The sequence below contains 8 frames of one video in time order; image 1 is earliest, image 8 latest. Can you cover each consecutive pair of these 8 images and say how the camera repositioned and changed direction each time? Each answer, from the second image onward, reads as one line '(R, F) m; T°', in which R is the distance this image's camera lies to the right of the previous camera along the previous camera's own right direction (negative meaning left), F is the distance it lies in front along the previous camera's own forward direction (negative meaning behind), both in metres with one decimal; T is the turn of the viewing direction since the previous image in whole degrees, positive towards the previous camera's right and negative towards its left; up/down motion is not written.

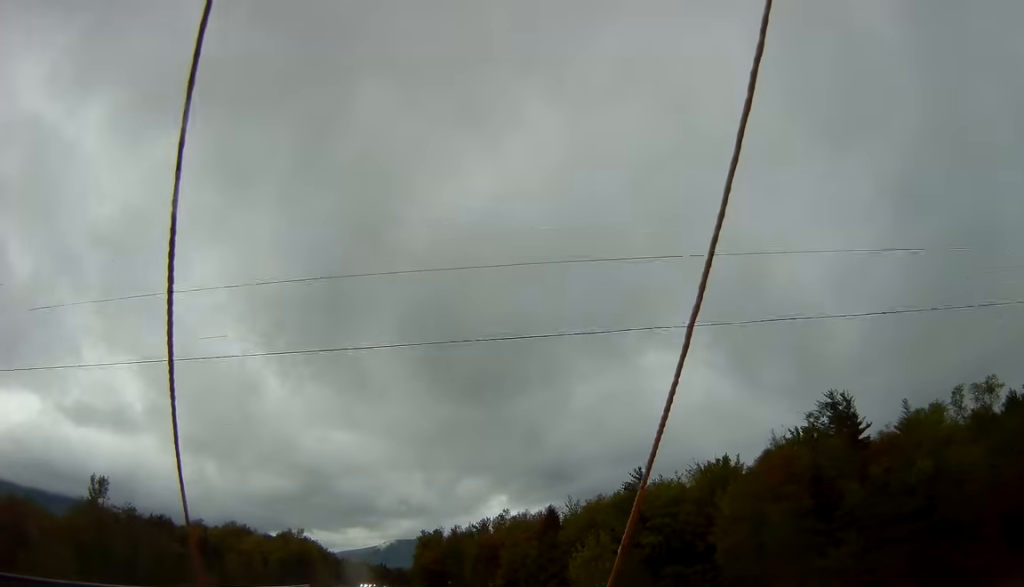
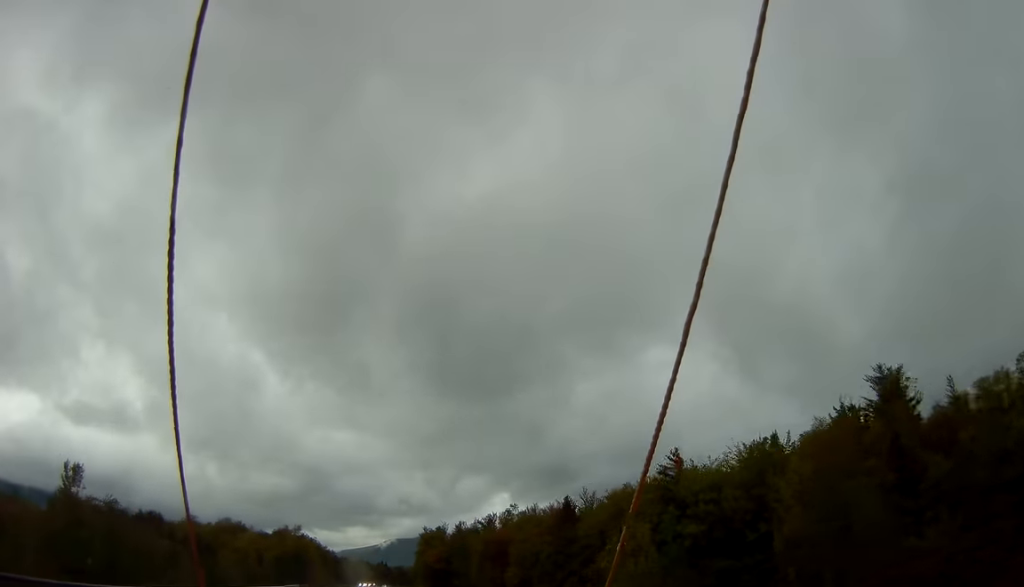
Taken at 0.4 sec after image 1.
(-0.1, +10.3) m; 0°
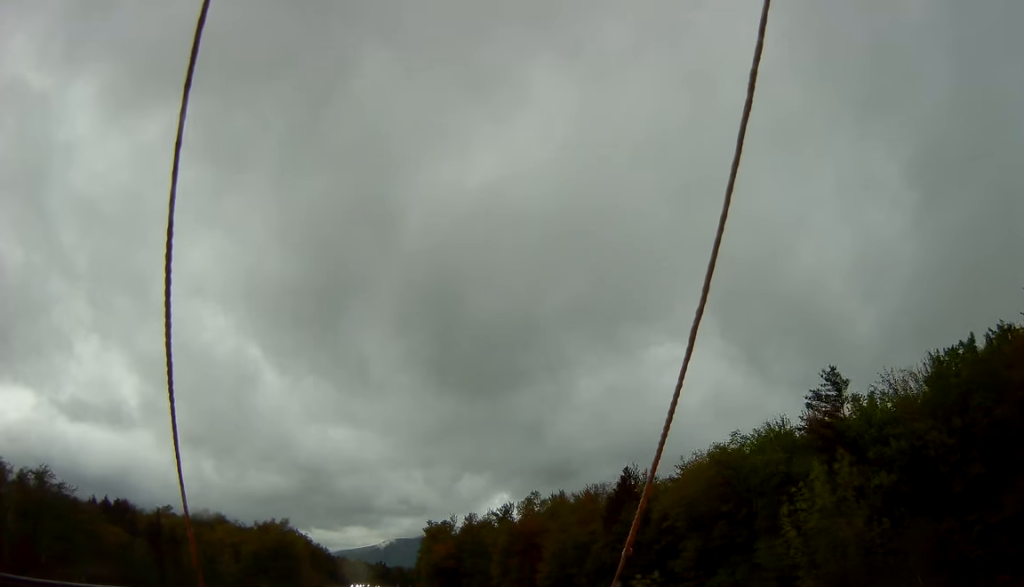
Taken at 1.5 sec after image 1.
(0.0, +27.6) m; 0°
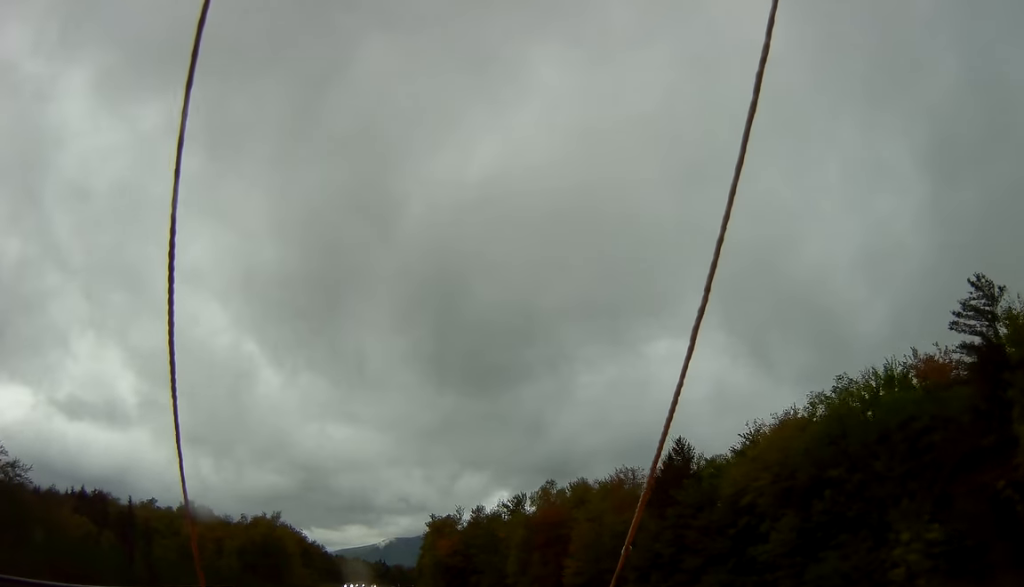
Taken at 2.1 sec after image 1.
(0.0, +15.5) m; 0°
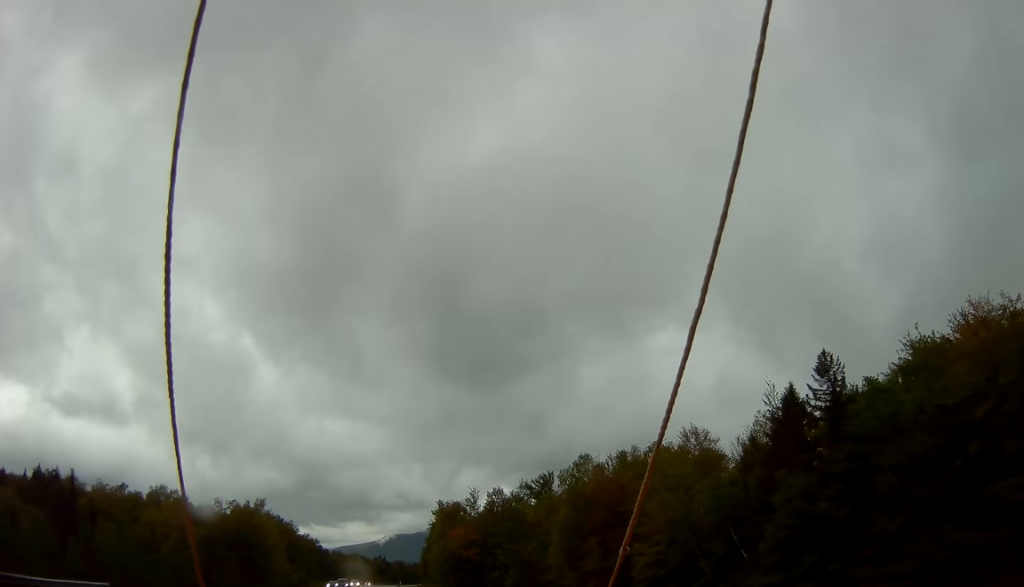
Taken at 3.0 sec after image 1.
(-0.1, +25.0) m; 0°
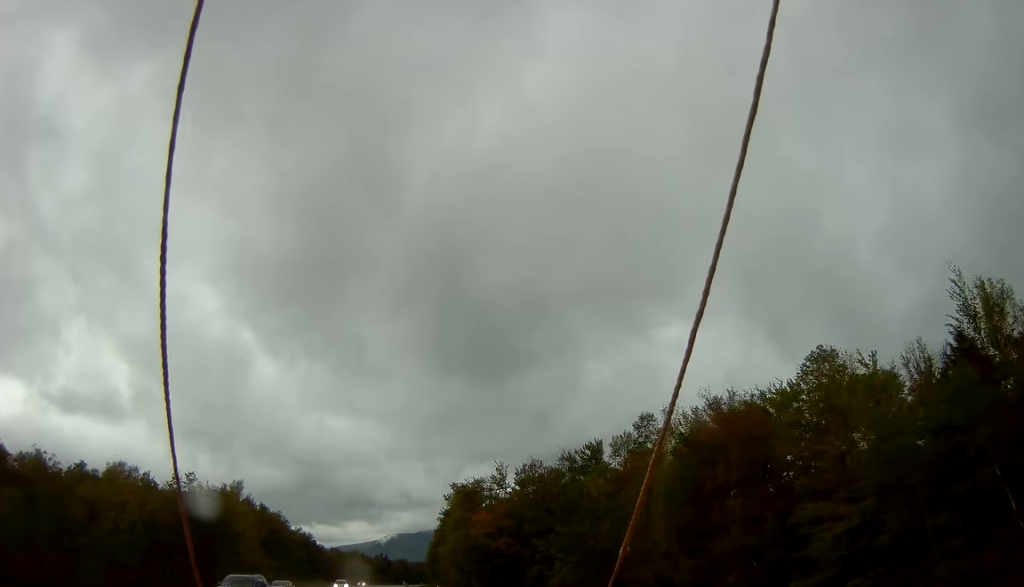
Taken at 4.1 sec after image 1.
(0.0, +28.6) m; 0°
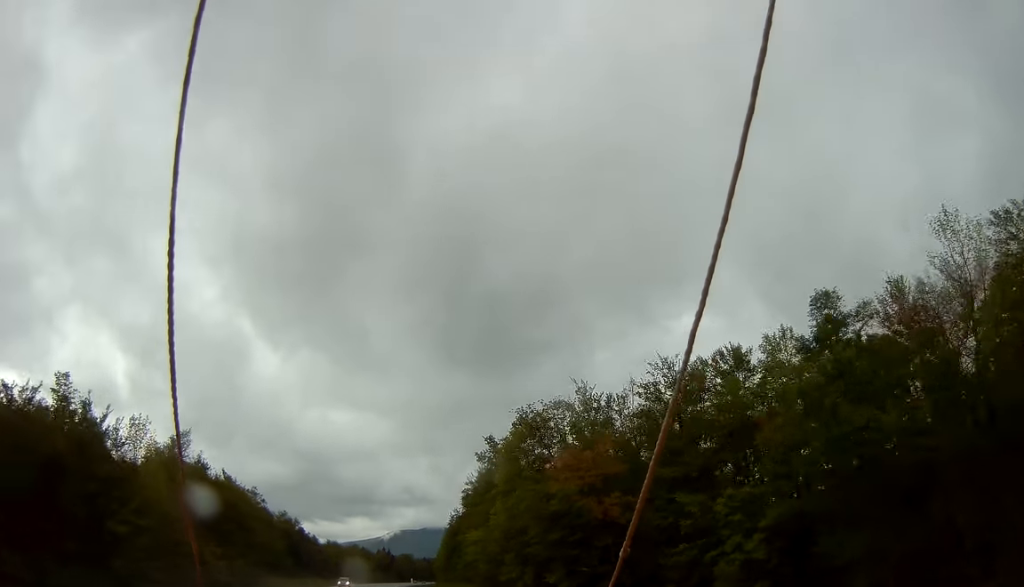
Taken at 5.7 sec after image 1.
(+0.1, +41.7) m; -1°
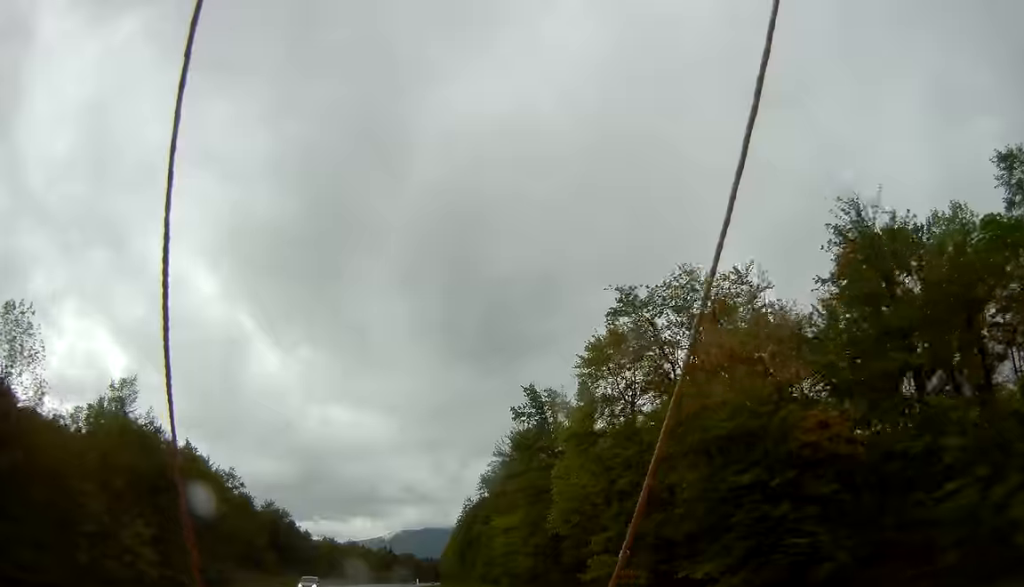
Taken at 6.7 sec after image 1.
(-0.3, +24.4) m; 0°
